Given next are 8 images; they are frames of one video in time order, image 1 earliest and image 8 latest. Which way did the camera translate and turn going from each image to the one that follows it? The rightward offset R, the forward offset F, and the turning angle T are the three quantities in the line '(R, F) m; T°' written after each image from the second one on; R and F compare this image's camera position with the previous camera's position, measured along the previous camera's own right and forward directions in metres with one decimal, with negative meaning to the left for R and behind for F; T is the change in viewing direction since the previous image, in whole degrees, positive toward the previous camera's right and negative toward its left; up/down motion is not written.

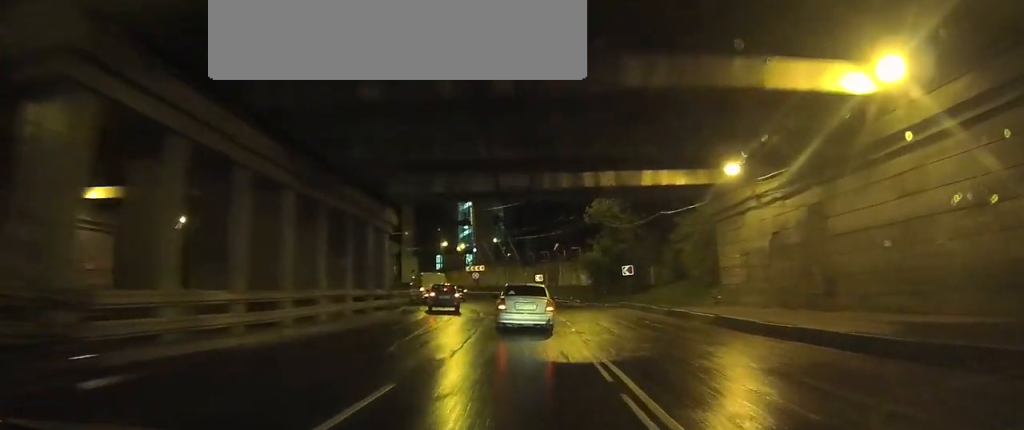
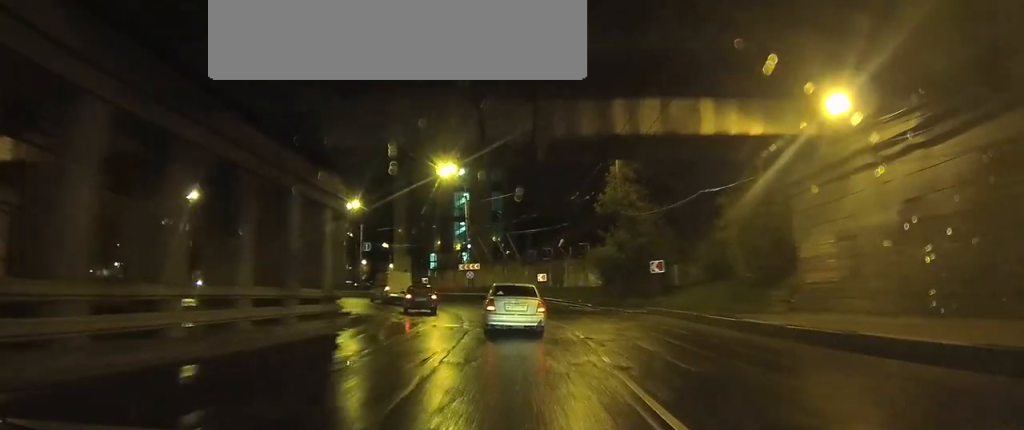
(0.0, +7.0) m; -2°
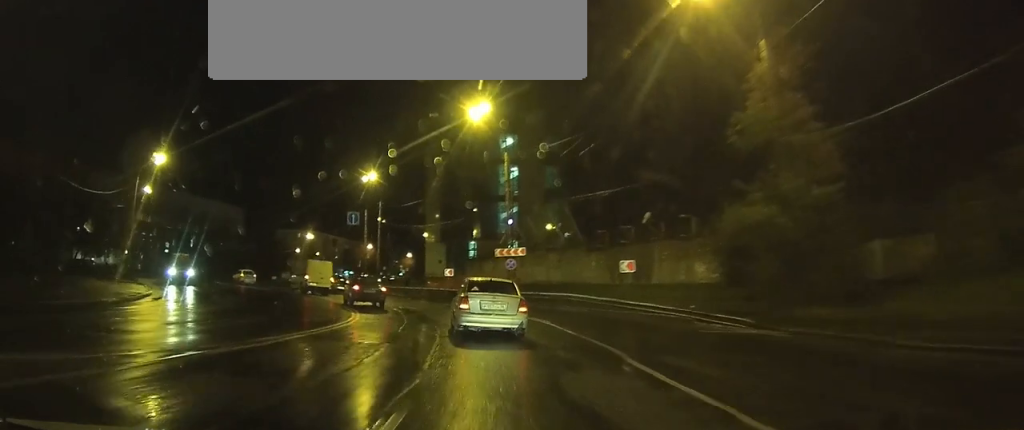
(-1.2, +18.2) m; -11°
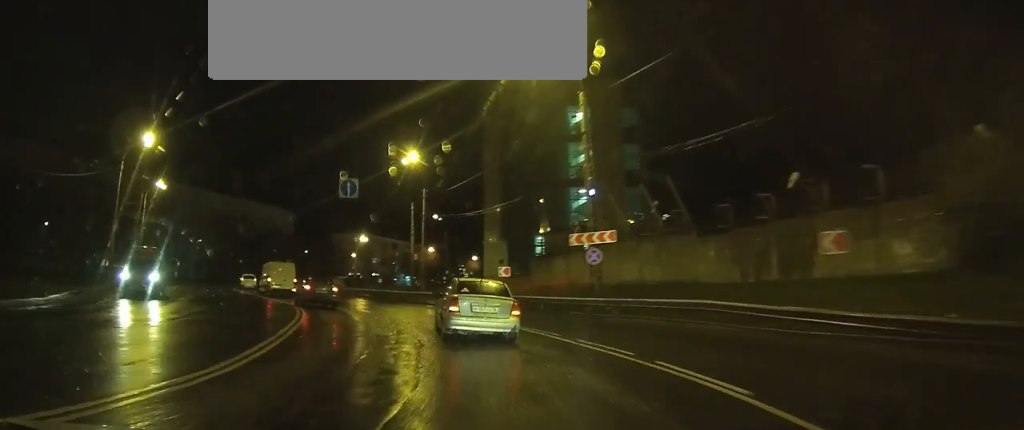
(-1.5, +13.3) m; -10°
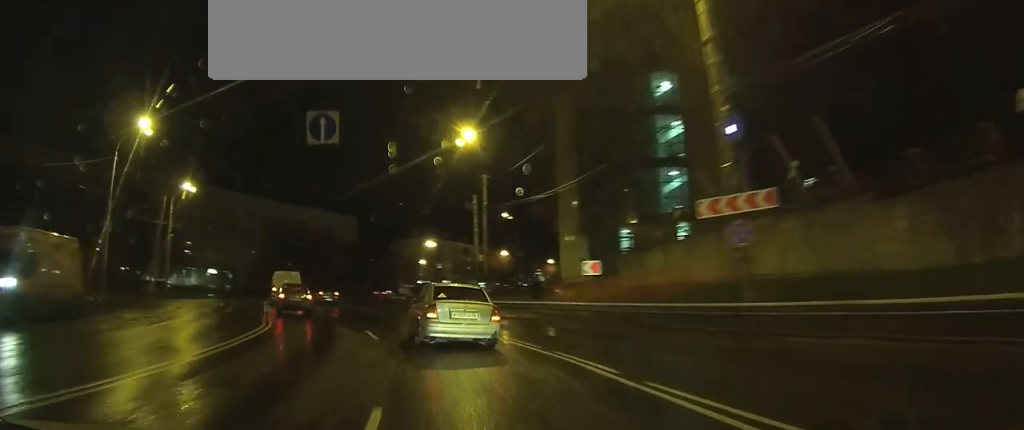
(-0.6, +10.5) m; -5°
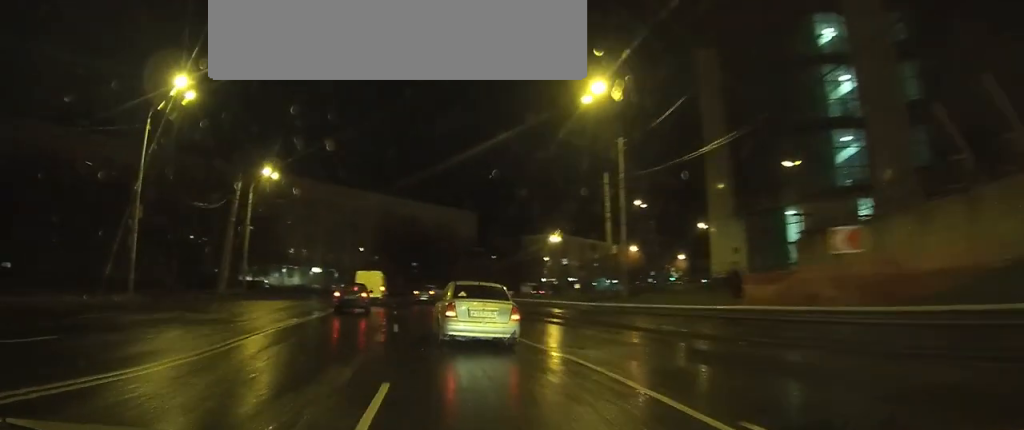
(-0.2, +10.9) m; -5°
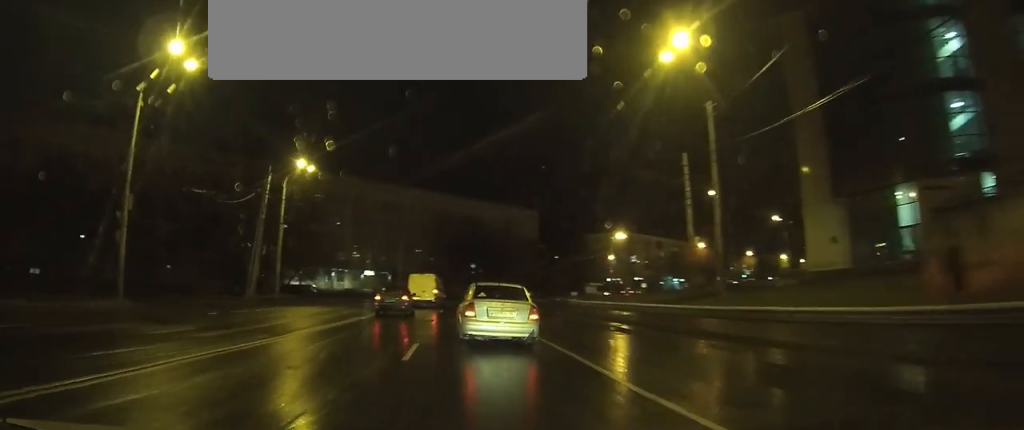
(-0.3, +6.8) m; -5°
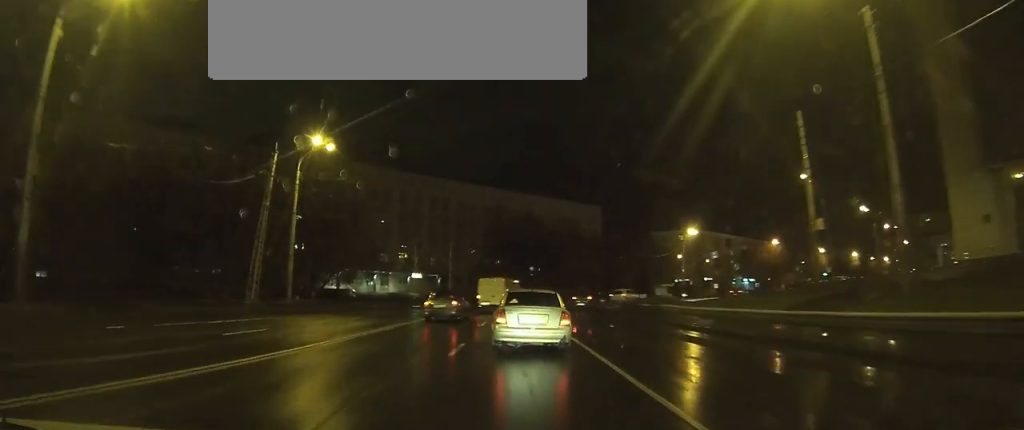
(-0.6, +10.2) m; -3°
